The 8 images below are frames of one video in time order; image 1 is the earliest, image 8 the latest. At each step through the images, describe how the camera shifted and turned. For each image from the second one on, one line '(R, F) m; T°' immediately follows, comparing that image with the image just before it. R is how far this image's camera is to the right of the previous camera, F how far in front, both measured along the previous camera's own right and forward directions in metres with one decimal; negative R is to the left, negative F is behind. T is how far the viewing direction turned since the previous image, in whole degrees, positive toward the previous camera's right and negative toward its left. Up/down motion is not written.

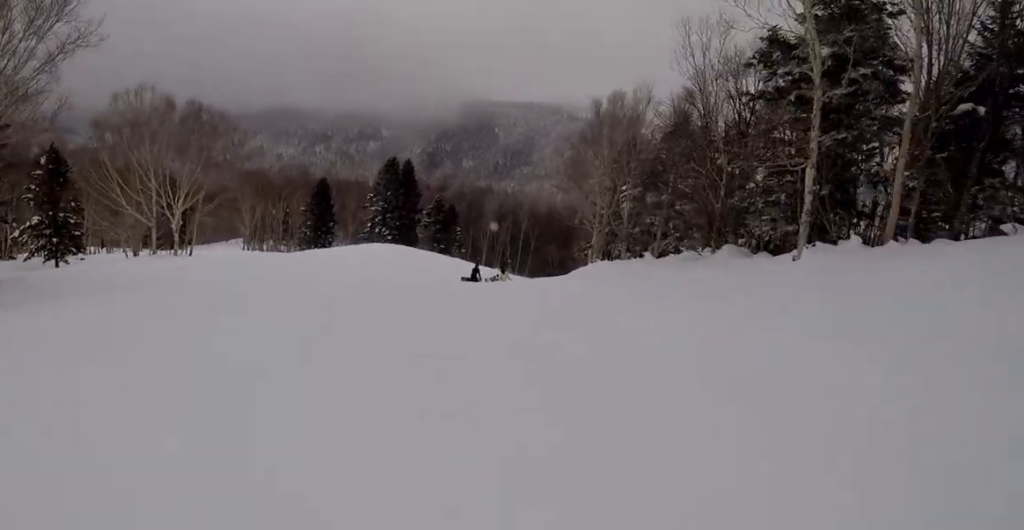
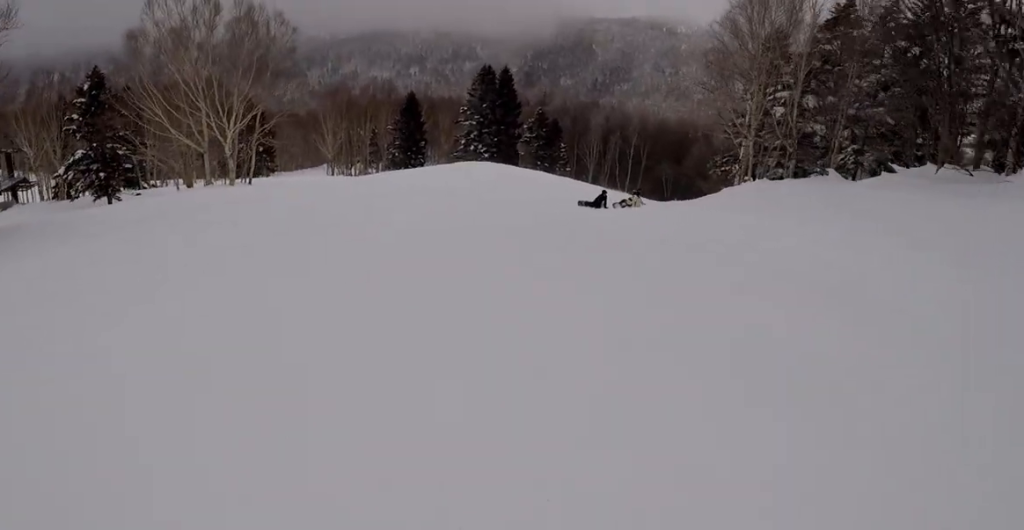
(+0.2, +8.5) m; -4°
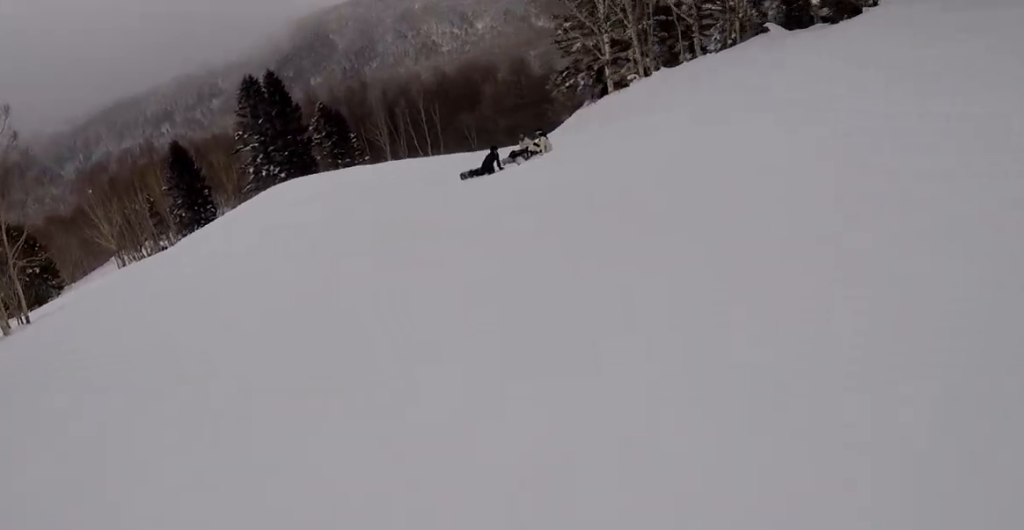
(-1.0, +8.0) m; +7°
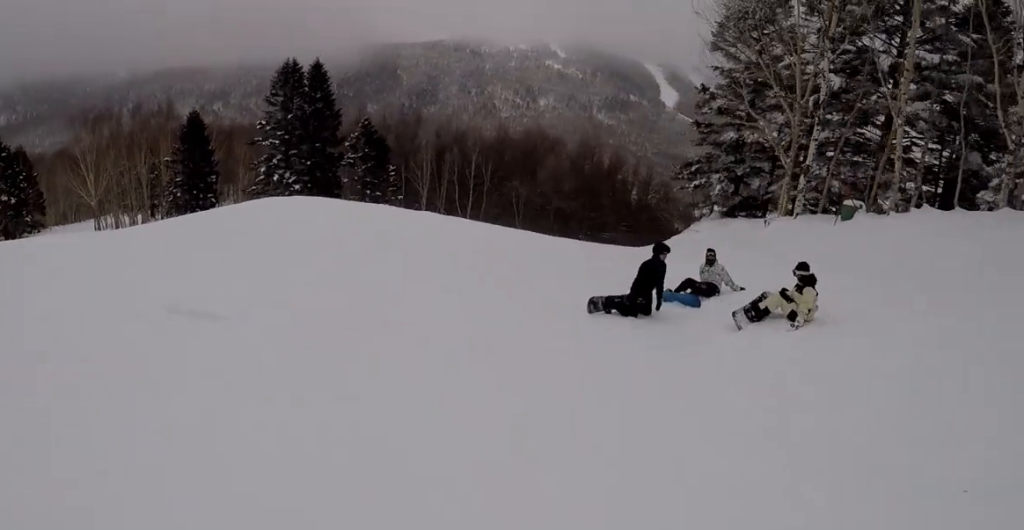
(+3.1, +10.8) m; +18°
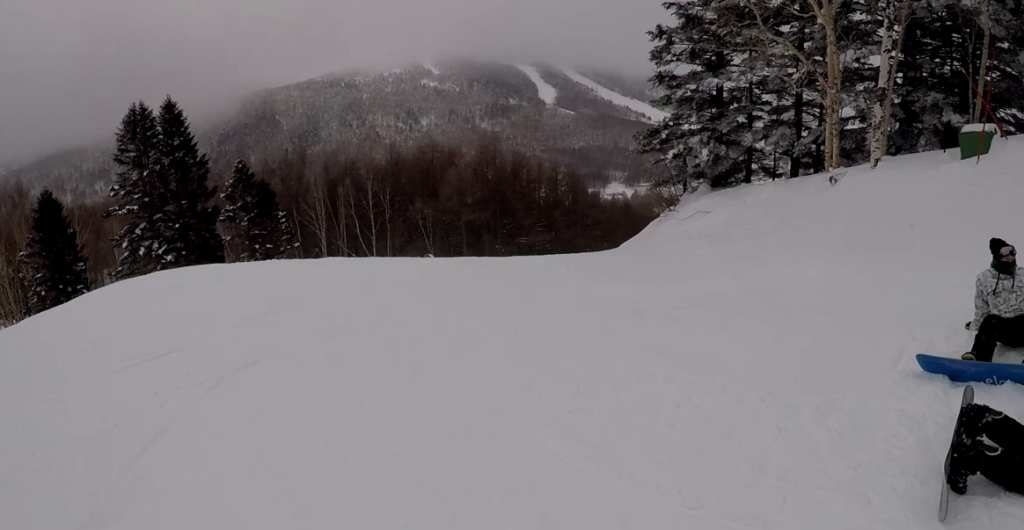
(+0.3, +7.1) m; 0°
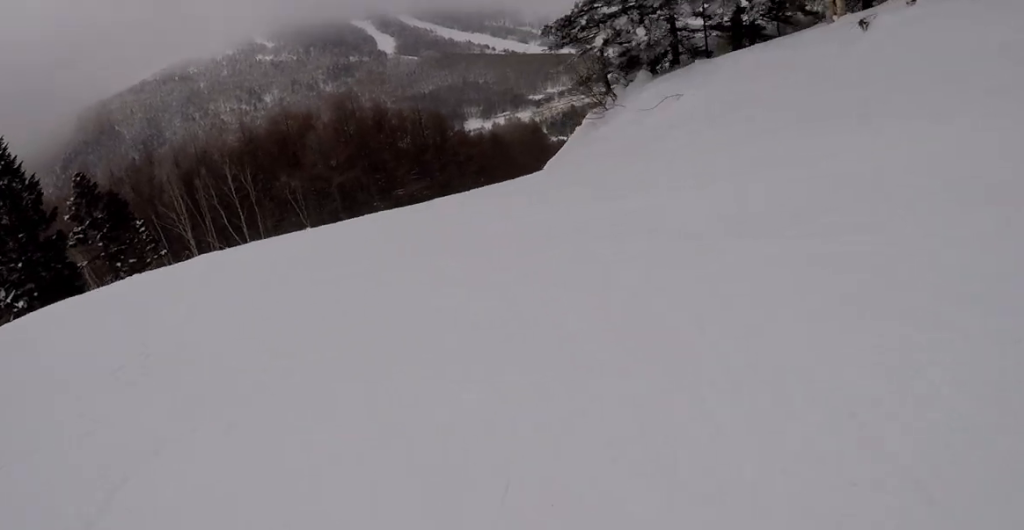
(-0.4, +3.8) m; +1°
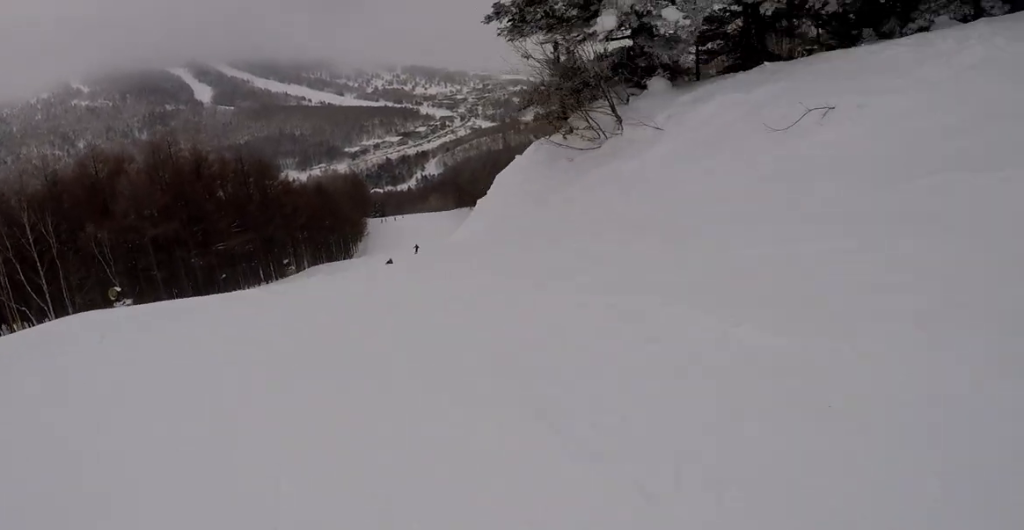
(+0.4, +7.6) m; +6°
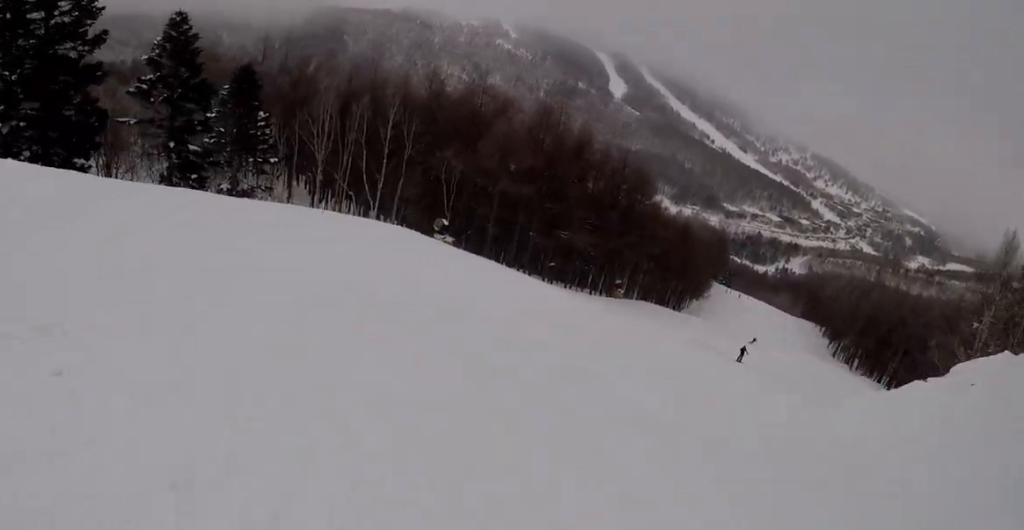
(+0.3, +5.6) m; -5°
